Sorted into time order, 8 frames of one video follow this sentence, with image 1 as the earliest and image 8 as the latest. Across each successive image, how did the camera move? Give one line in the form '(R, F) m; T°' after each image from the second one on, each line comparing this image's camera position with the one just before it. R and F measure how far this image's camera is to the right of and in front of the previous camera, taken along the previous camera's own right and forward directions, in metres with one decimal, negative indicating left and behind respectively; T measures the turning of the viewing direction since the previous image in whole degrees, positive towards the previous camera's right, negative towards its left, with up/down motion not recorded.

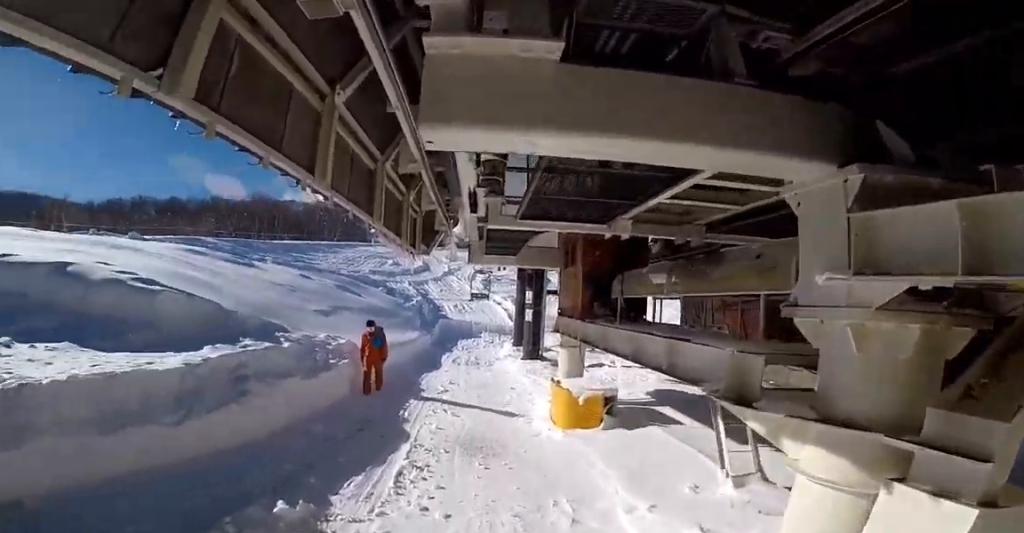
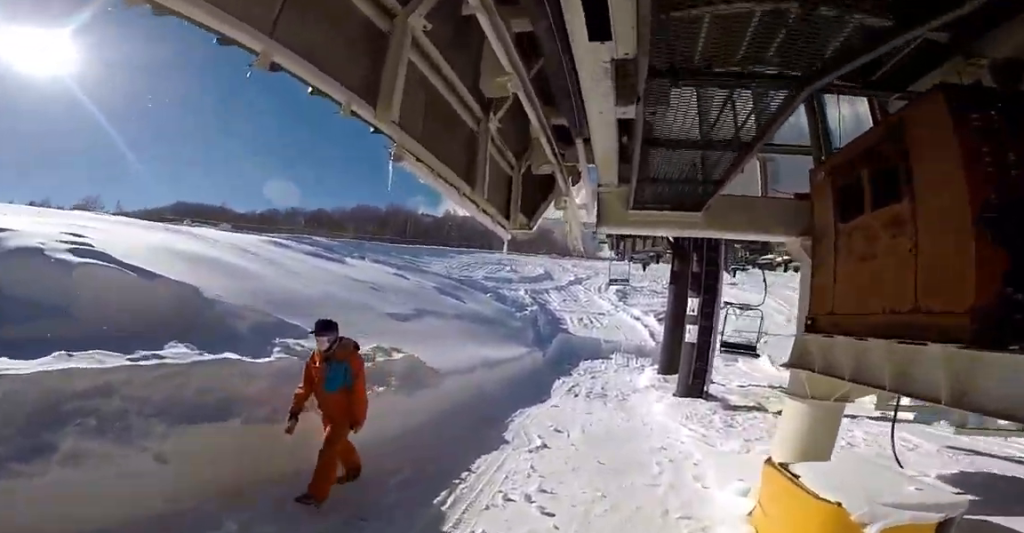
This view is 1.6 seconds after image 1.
(-1.5, +5.5) m; -13°
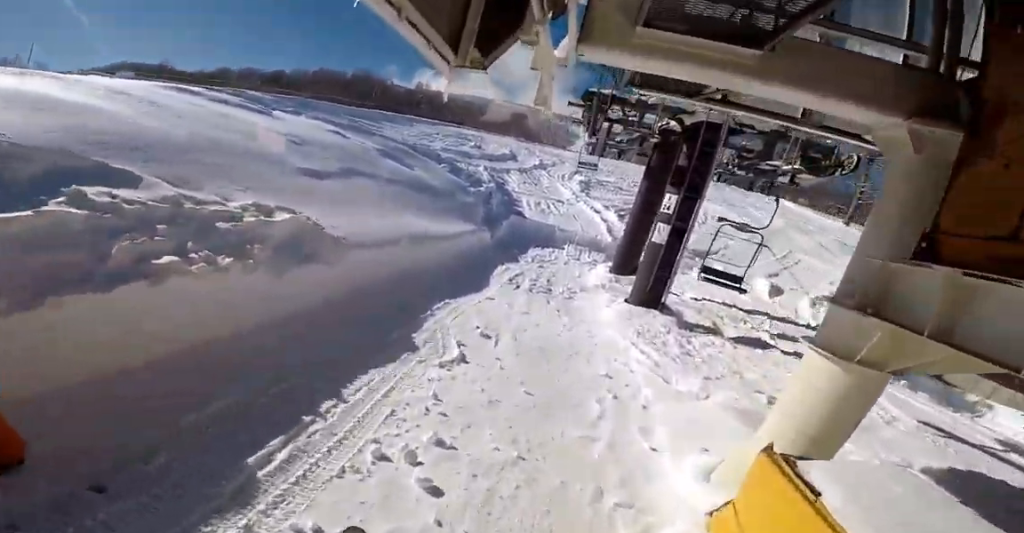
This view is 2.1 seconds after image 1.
(0.0, +2.0) m; +4°
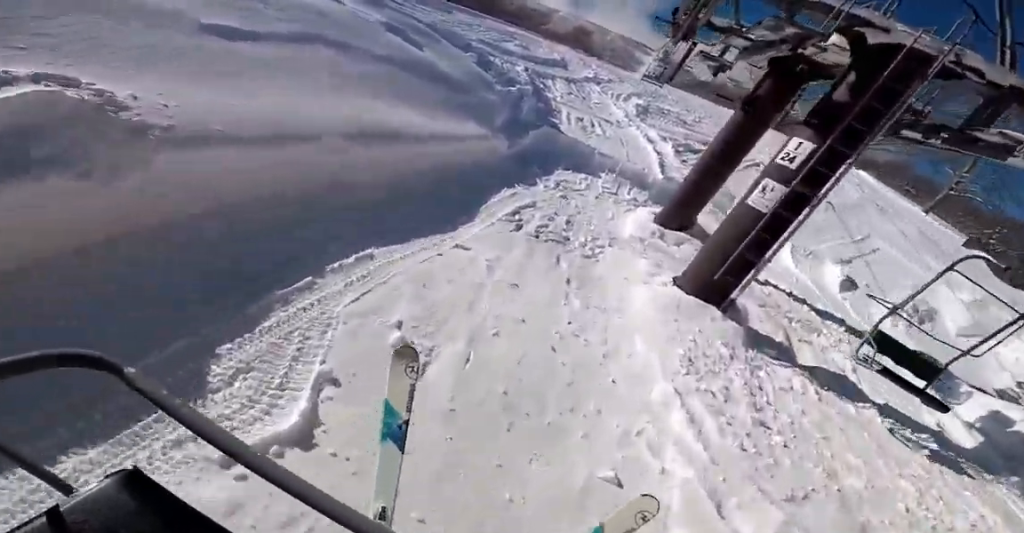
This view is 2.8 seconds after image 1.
(+0.1, +3.1) m; +19°
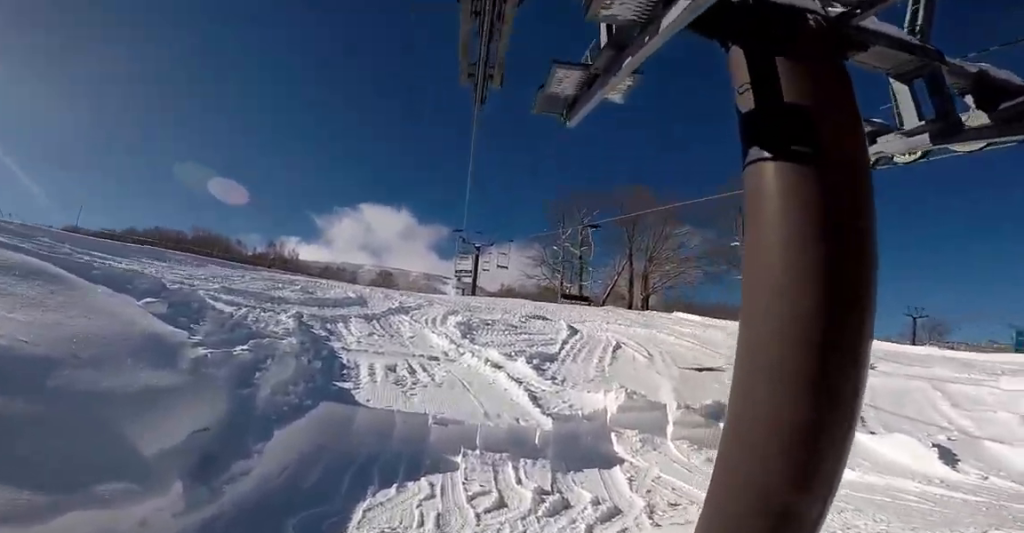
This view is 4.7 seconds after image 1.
(+1.3, +8.7) m; +9°
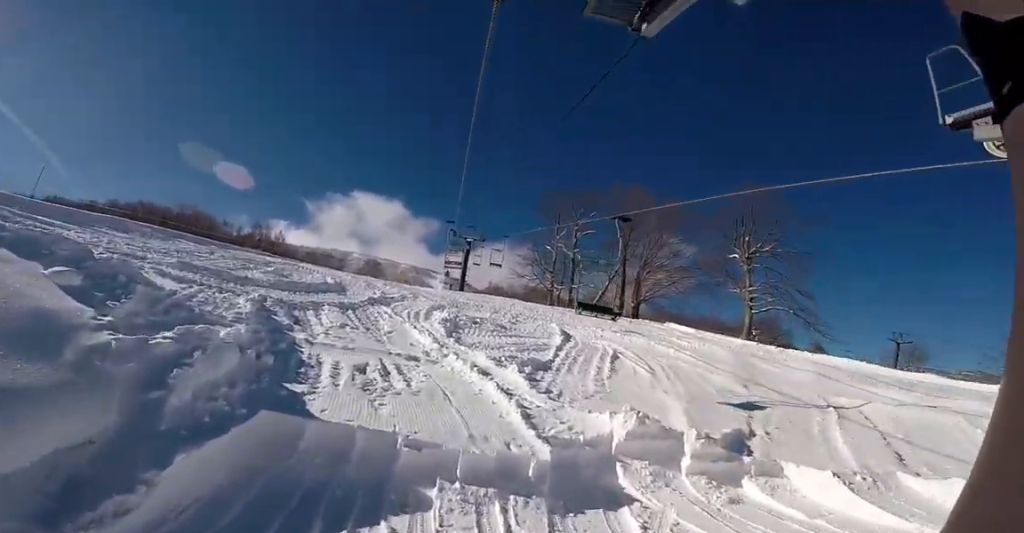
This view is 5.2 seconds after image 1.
(-0.1, +1.9) m; -1°
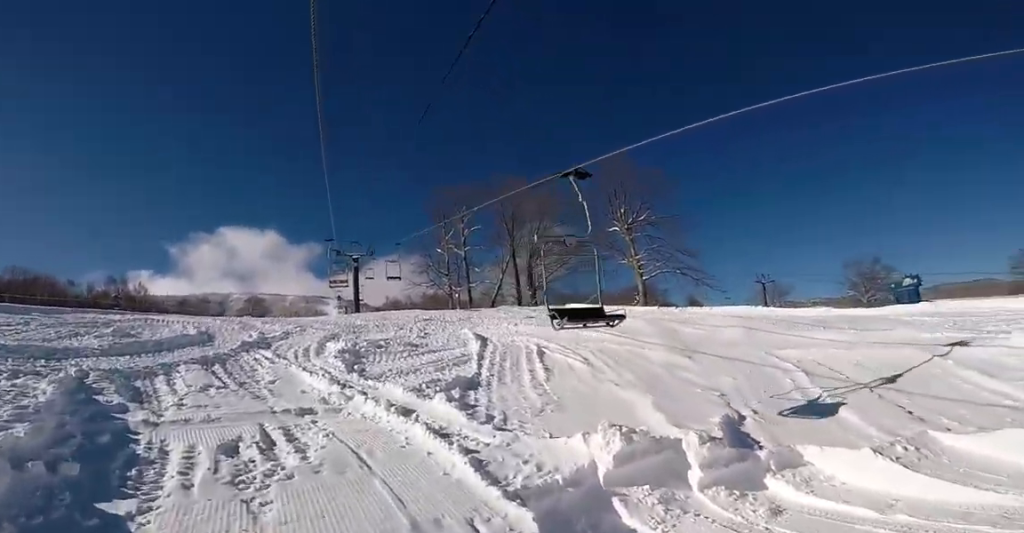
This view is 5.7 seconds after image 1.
(+0.8, +2.6) m; -3°
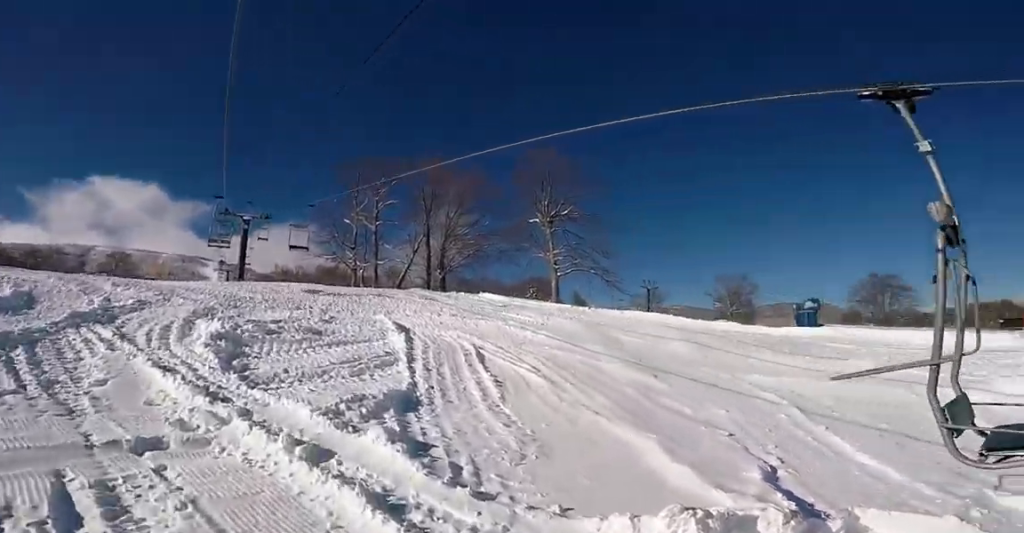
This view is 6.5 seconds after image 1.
(-0.5, +3.1) m; -9°
